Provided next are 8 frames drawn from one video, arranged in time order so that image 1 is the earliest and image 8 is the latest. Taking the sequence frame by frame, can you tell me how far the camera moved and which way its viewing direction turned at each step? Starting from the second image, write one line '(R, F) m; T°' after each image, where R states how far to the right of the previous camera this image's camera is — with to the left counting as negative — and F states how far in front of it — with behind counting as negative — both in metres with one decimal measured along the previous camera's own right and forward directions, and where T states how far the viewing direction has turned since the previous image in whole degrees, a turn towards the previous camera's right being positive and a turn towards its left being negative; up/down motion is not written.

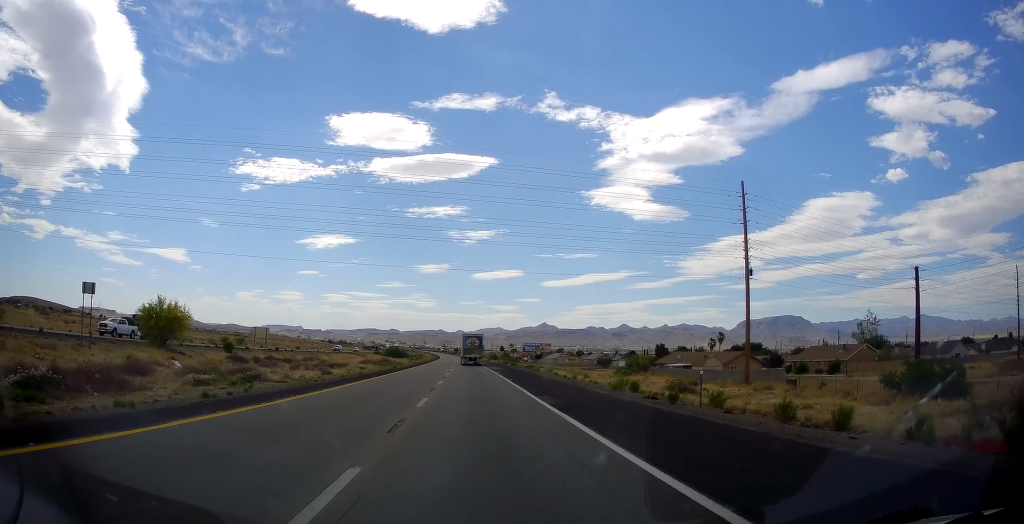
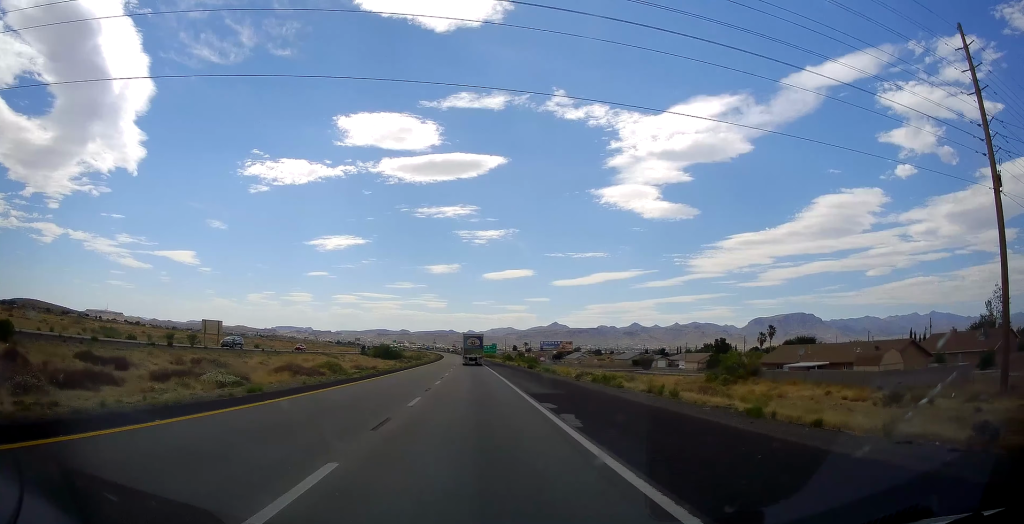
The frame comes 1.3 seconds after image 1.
(+0.4, +36.5) m; 0°
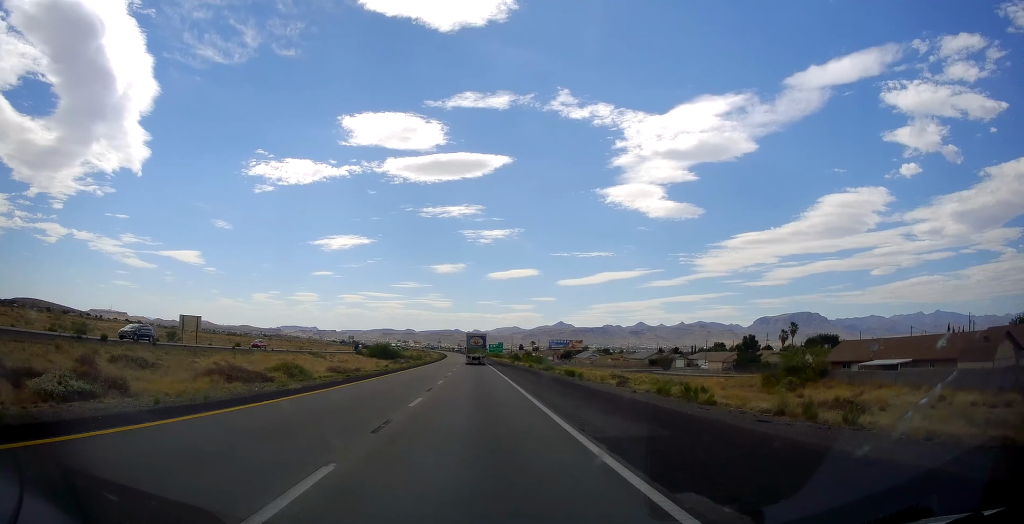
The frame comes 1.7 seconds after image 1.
(-0.2, +12.4) m; 0°
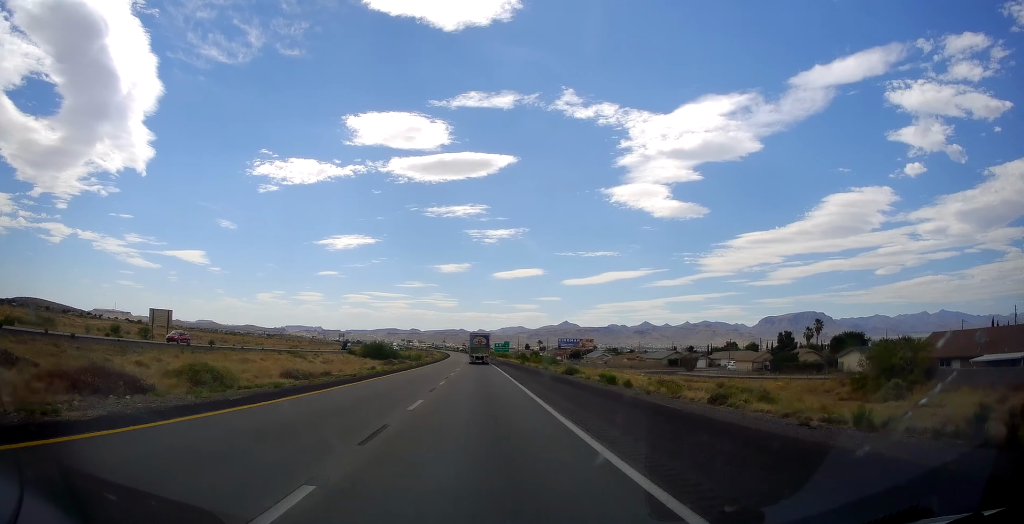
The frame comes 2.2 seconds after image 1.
(-0.1, +13.4) m; 0°
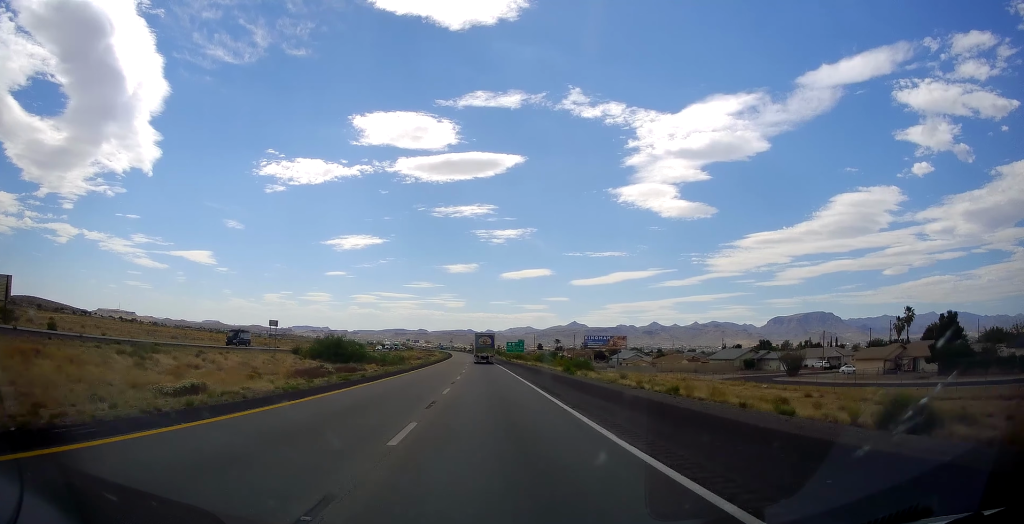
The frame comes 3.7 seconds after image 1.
(-0.6, +42.8) m; -2°
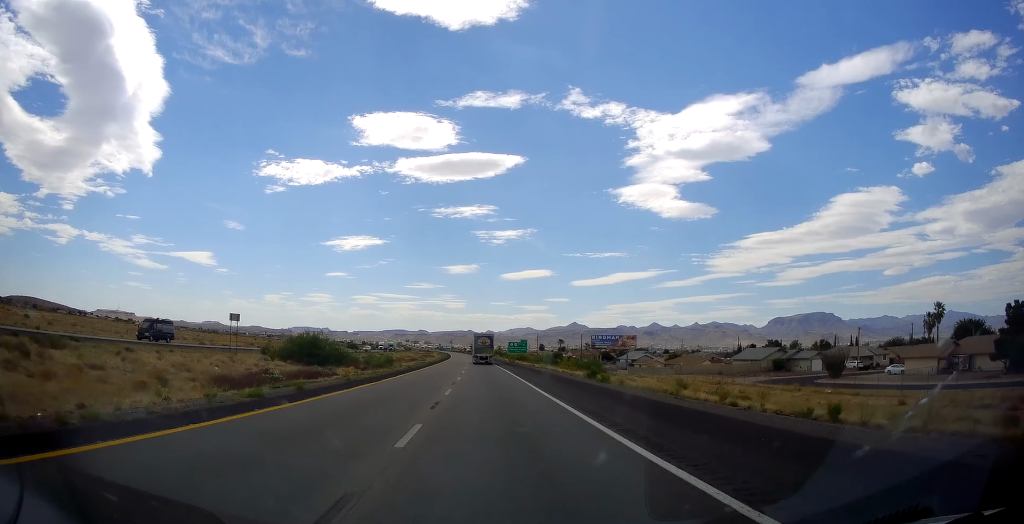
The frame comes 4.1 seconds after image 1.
(-0.1, +12.3) m; 0°
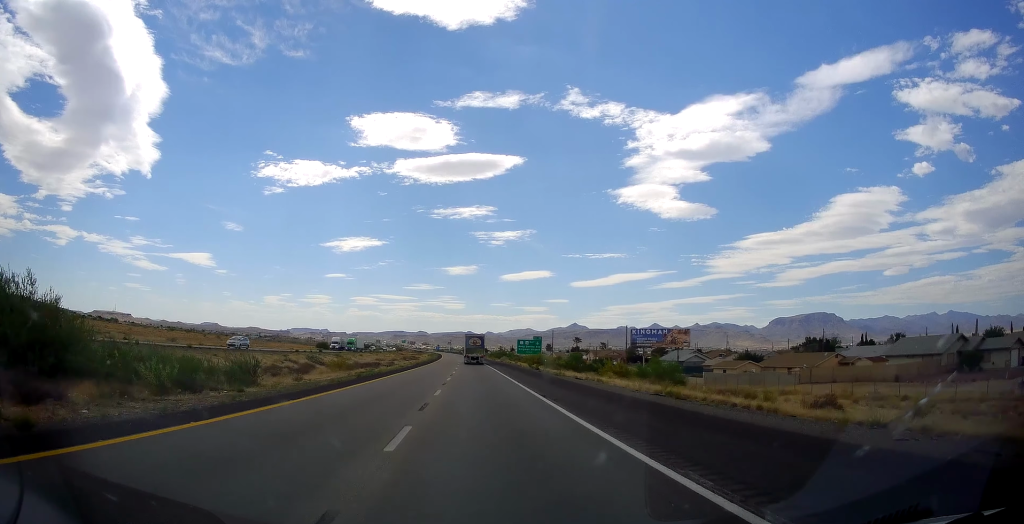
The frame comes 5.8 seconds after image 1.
(0.0, +48.4) m; 0°
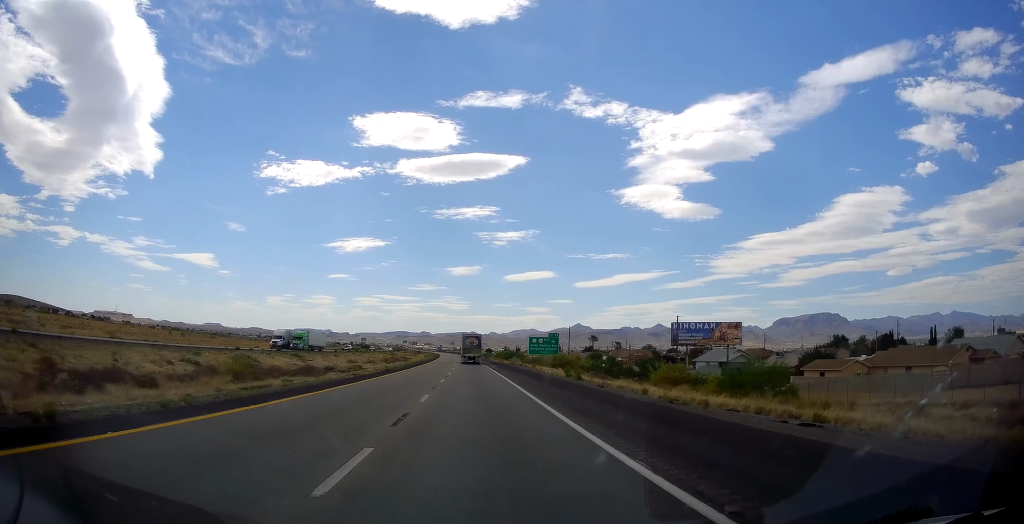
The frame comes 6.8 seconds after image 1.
(0.0, +26.8) m; 0°
